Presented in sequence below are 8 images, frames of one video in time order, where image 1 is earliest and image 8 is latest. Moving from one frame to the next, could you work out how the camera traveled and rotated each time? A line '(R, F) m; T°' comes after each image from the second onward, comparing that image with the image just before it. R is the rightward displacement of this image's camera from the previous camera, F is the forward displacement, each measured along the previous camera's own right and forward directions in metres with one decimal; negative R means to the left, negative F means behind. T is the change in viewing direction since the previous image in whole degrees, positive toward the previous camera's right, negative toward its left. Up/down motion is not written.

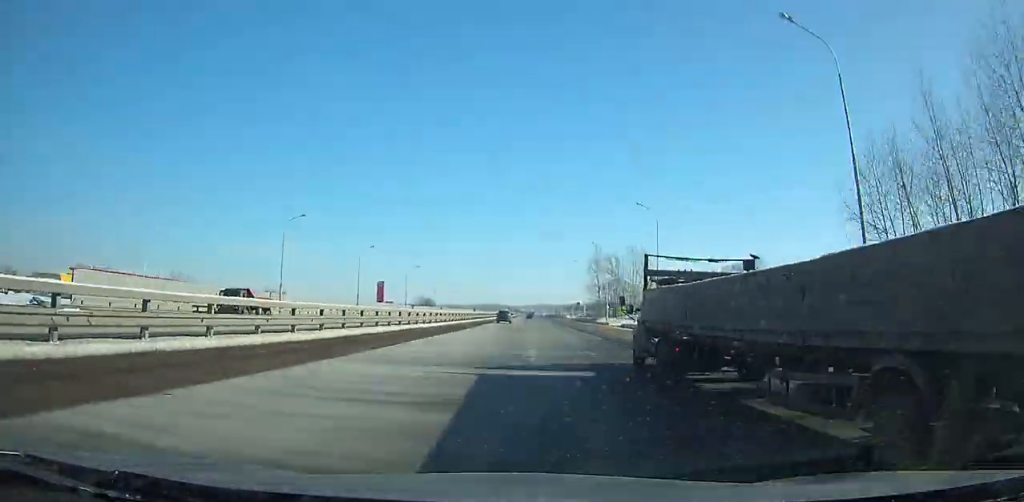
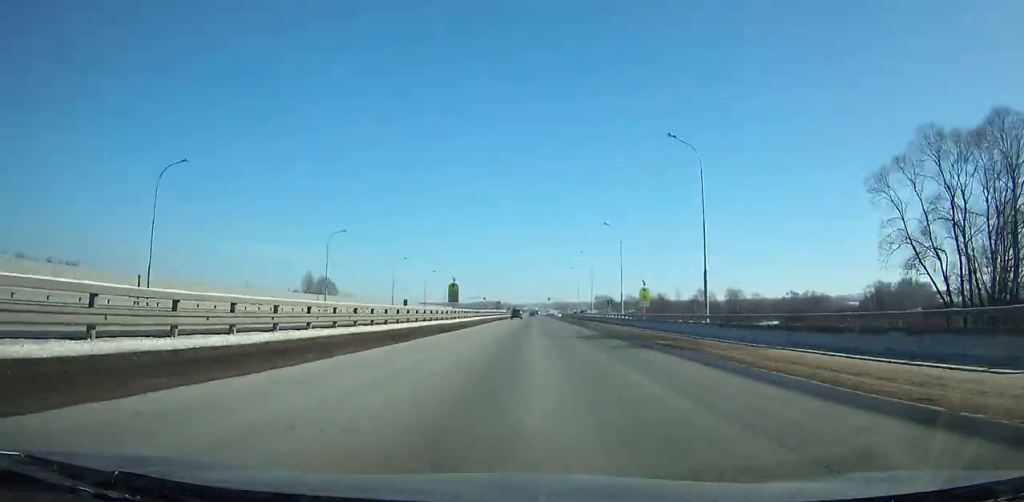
(+1.1, +172.7) m; 0°
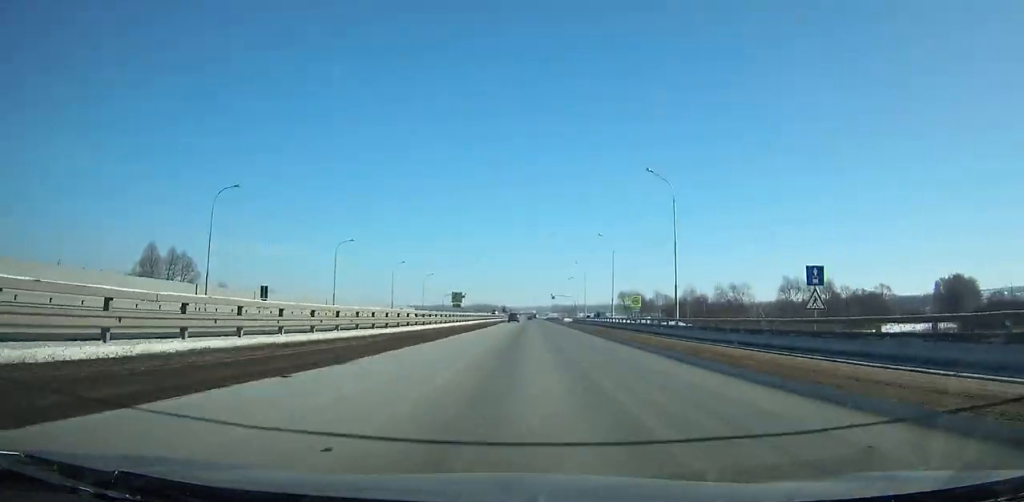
(-0.2, +71.7) m; 0°
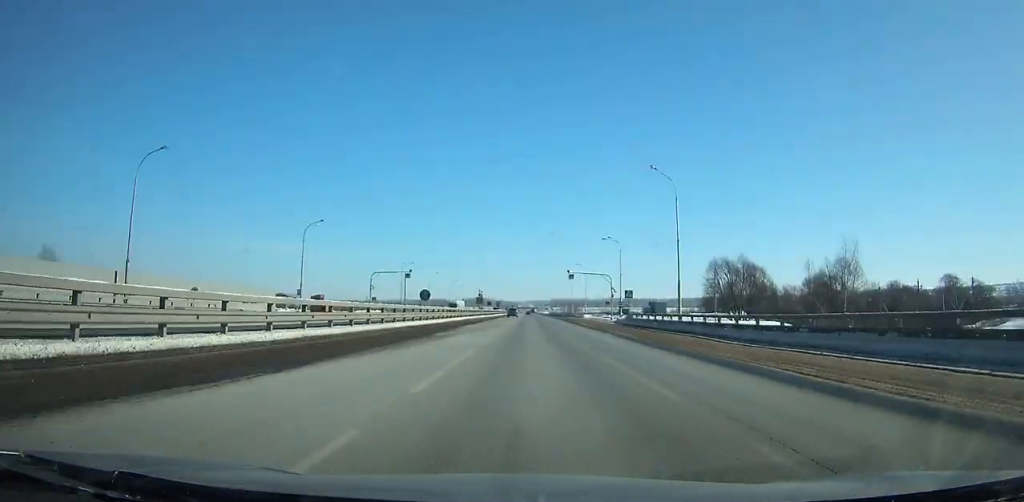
(0.0, +84.2) m; 0°
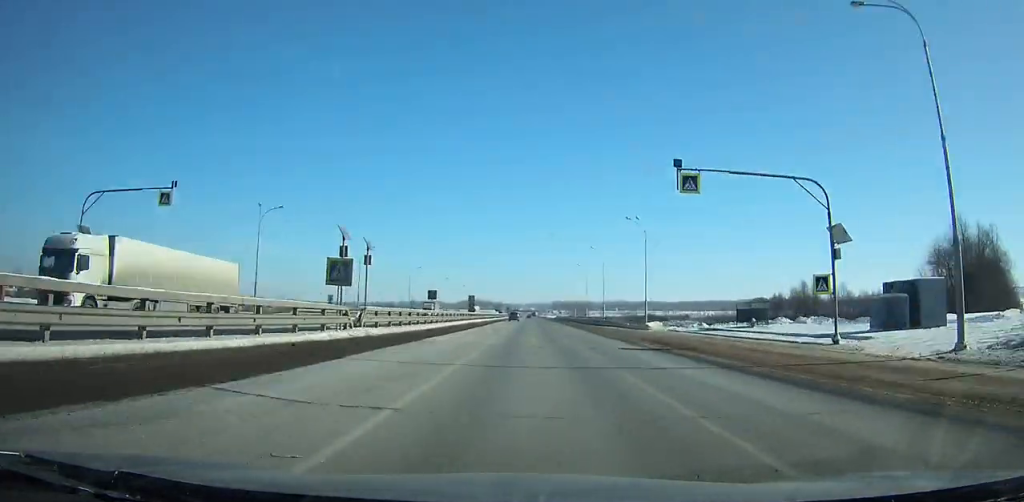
(0.0, +72.7) m; 0°
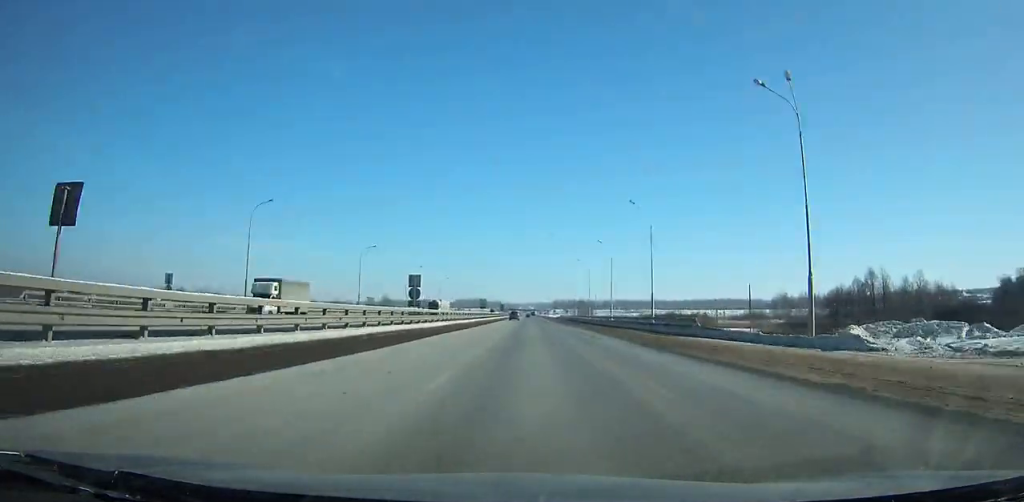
(0.0, +41.3) m; 0°
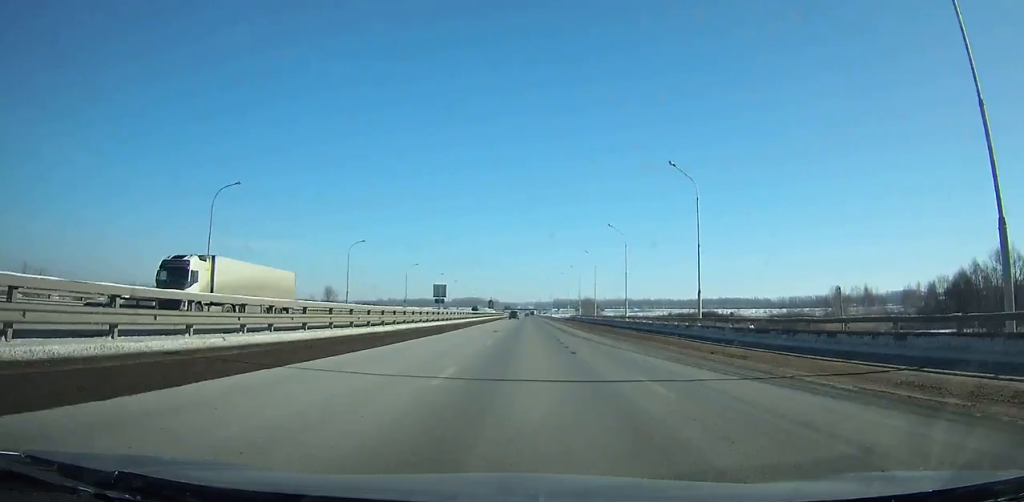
(0.0, +48.8) m; 0°
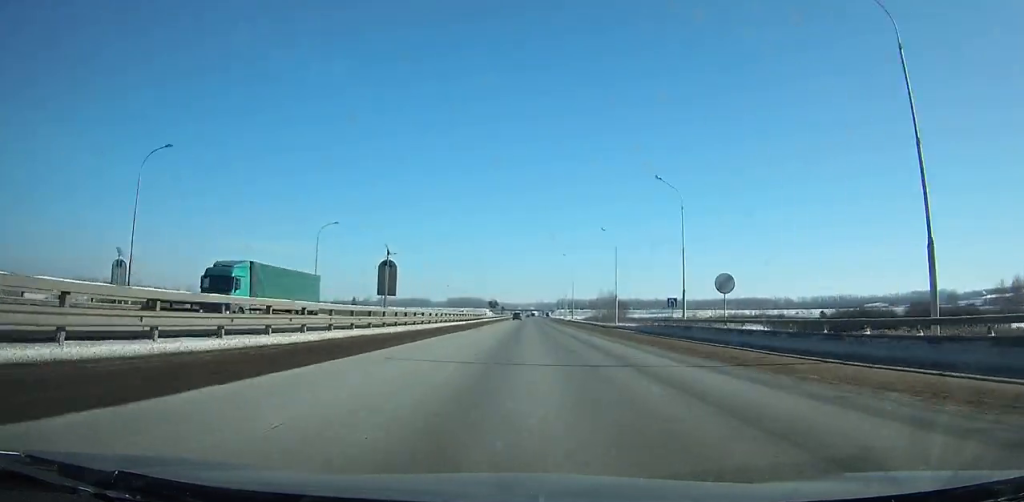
(+0.1, +96.9) m; 0°
